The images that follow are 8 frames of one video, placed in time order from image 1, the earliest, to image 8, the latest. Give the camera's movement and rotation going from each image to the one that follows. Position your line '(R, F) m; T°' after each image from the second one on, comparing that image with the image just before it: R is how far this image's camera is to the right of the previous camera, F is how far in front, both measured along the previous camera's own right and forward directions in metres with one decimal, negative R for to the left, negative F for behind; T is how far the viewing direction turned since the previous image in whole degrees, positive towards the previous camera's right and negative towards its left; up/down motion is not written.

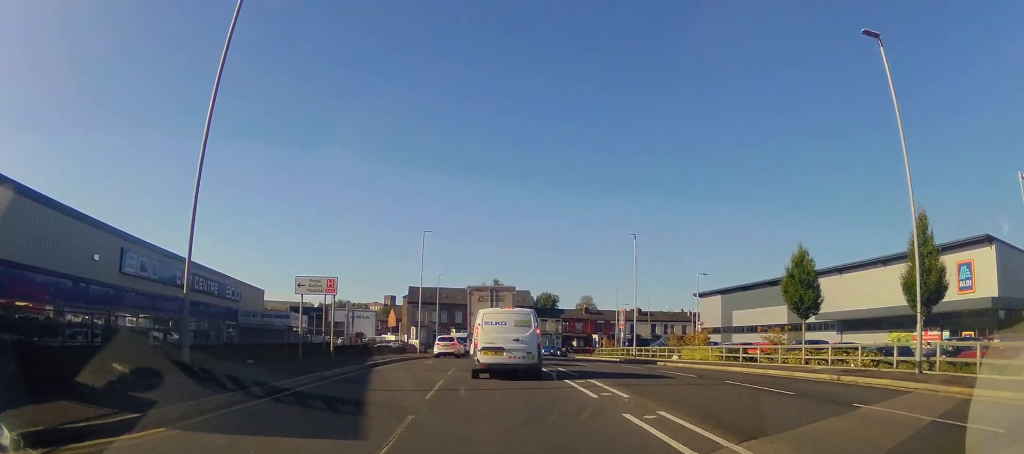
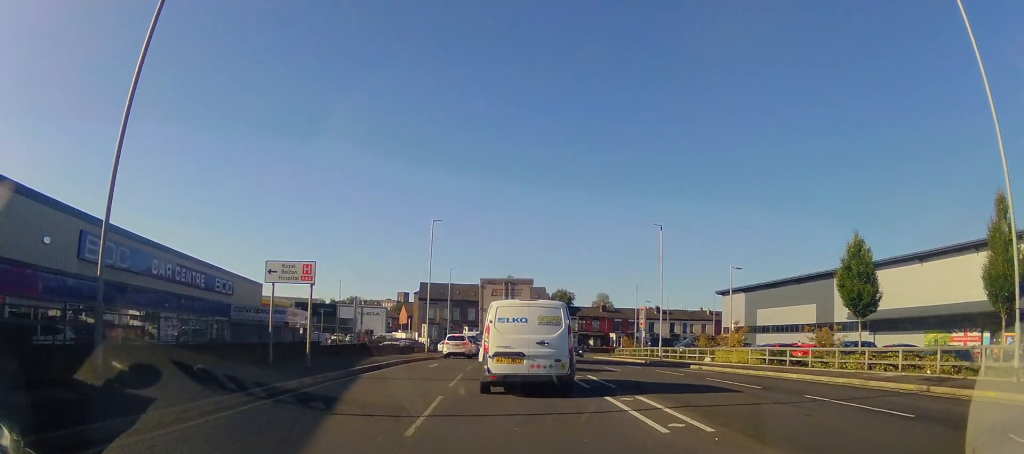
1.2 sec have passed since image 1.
(0.0, +4.2) m; -7°
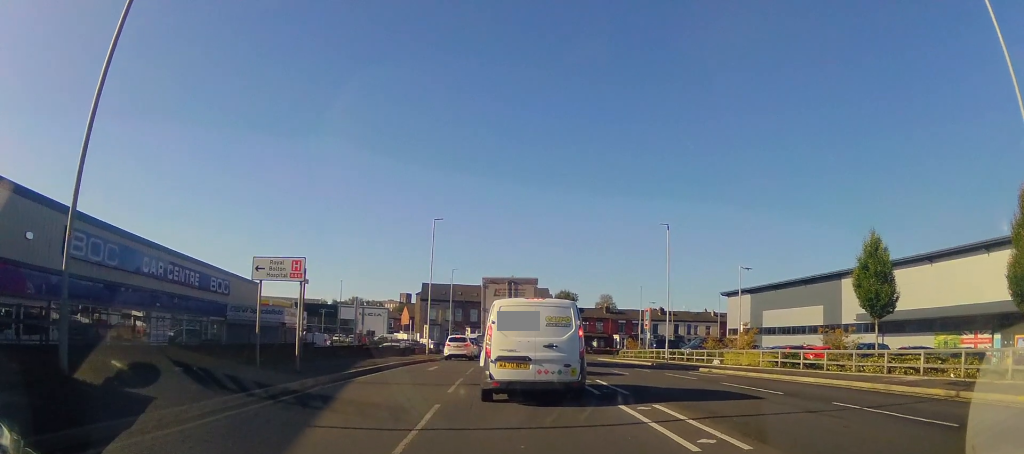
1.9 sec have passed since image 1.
(-0.1, +1.3) m; -2°
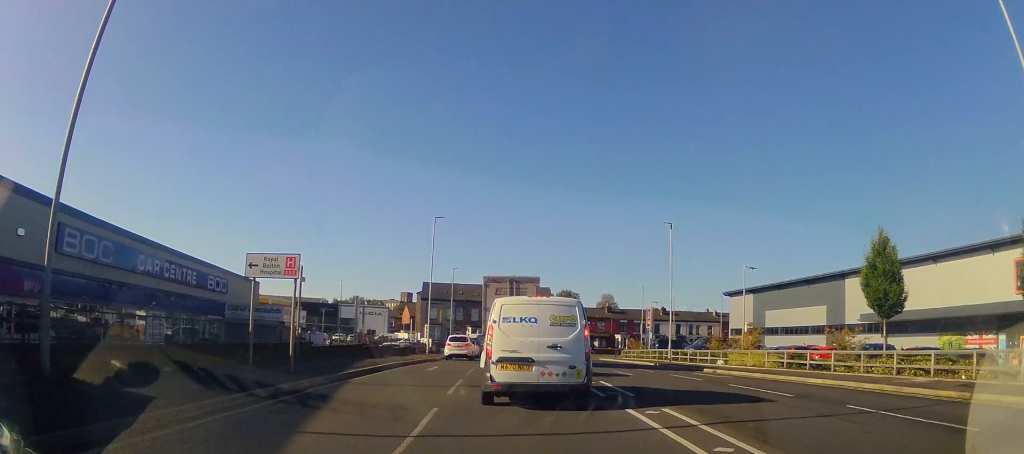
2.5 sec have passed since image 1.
(-0.2, +0.9) m; 0°
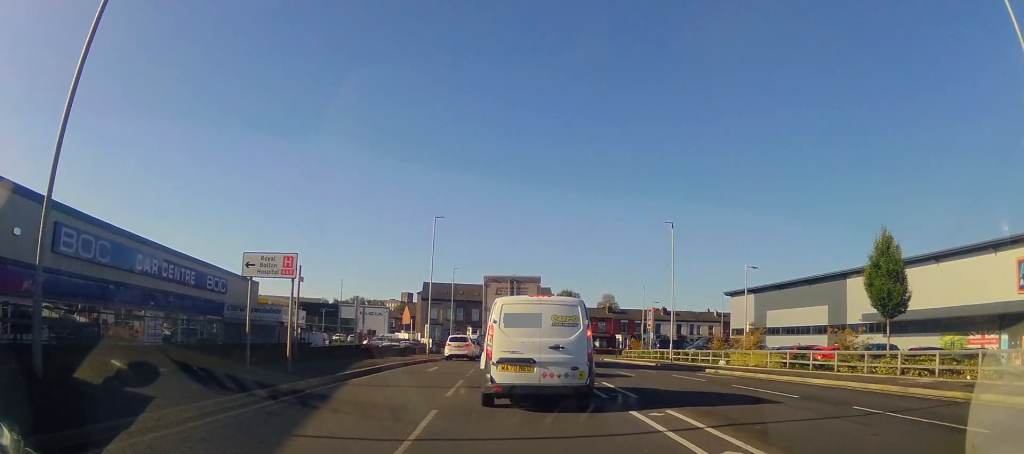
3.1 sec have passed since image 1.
(-0.1, +0.3) m; 0°
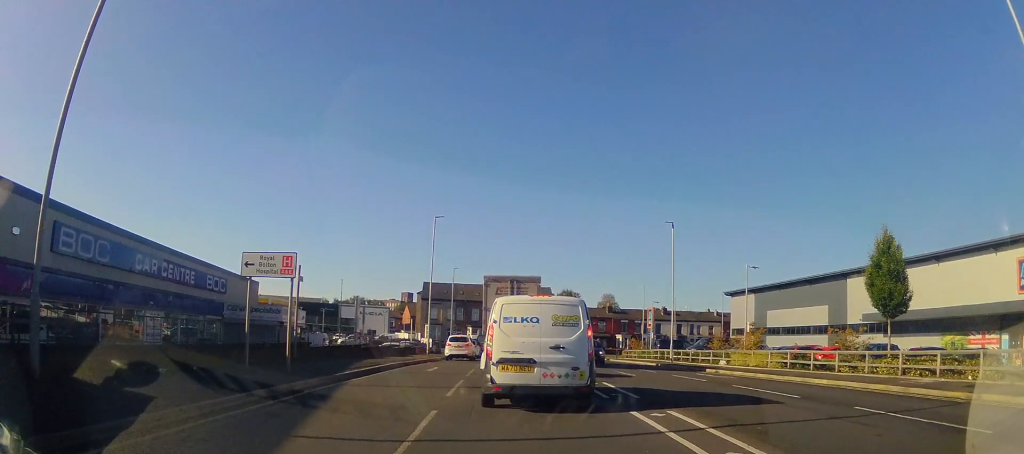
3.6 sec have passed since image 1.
(0.0, +0.2) m; 0°
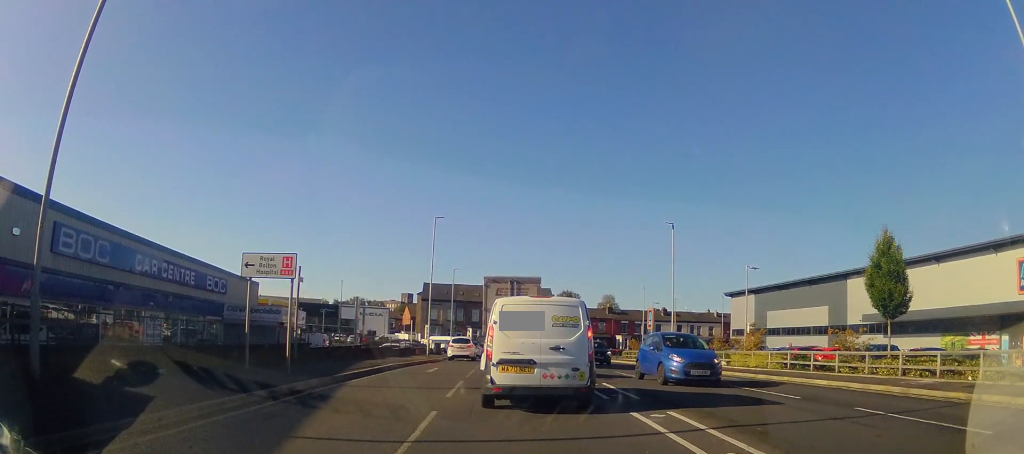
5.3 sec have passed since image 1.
(0.0, 0.0) m; 0°
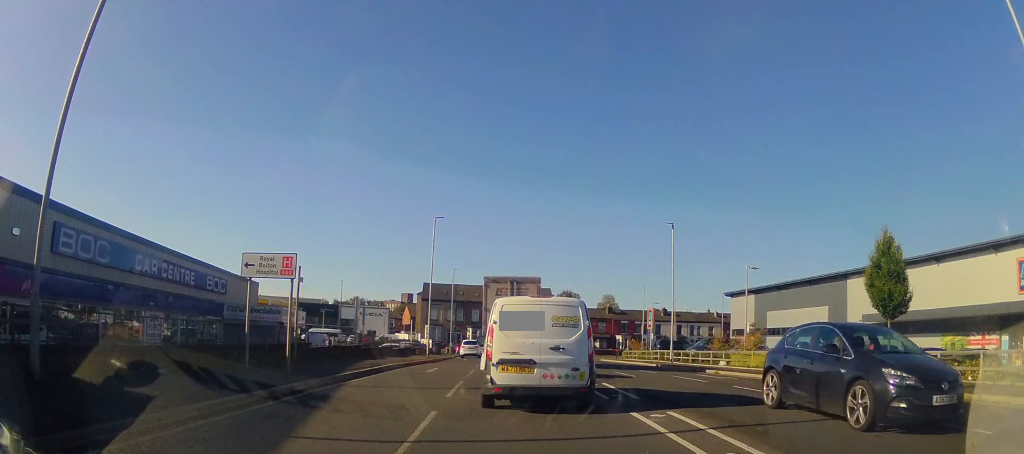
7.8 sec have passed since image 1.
(0.0, +0.2) m; 0°
